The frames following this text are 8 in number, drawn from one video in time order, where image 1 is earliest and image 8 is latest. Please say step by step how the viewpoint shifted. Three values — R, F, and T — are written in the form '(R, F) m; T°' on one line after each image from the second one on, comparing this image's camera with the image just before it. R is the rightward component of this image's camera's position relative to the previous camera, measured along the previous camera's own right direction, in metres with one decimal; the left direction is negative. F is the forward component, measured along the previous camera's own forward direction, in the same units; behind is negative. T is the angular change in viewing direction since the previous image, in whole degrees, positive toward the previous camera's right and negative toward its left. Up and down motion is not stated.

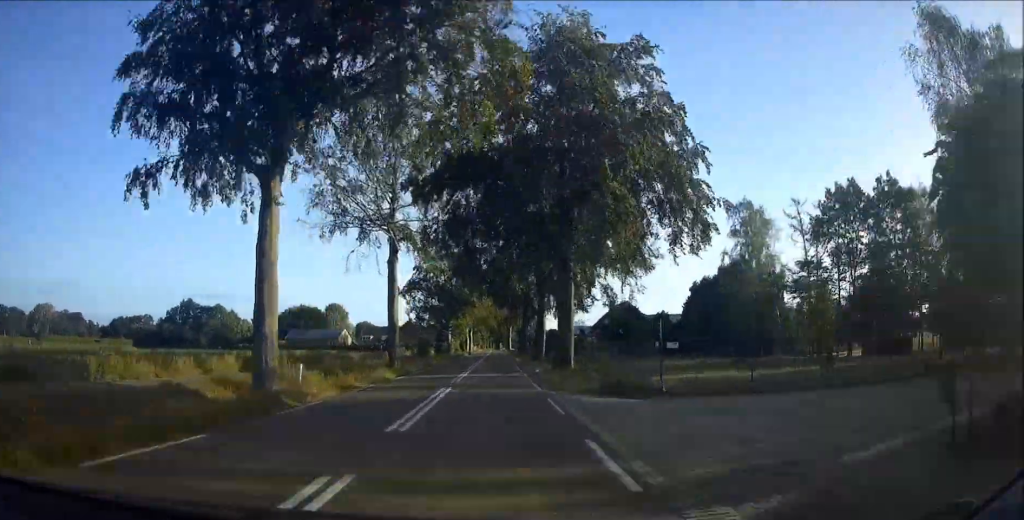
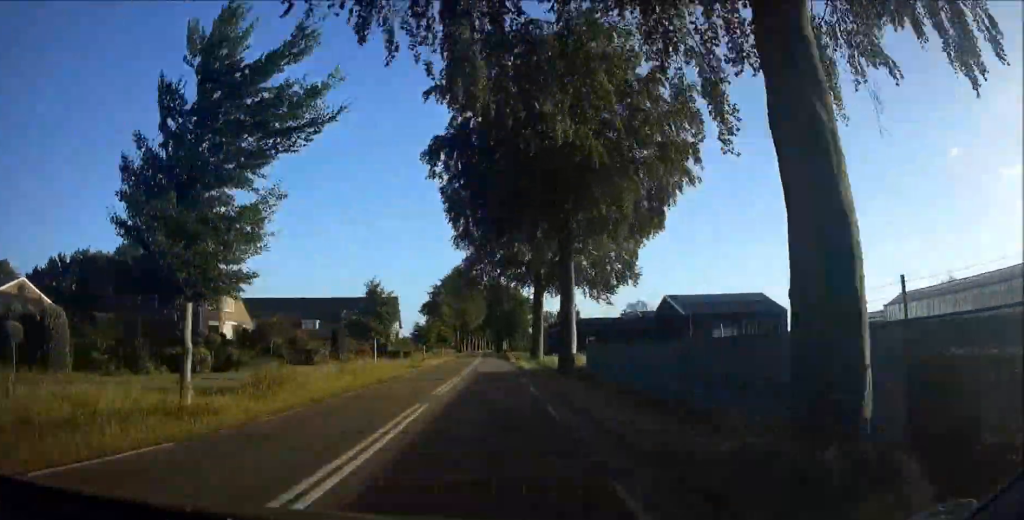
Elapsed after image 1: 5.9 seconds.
(+0.1, +139.5) m; 0°
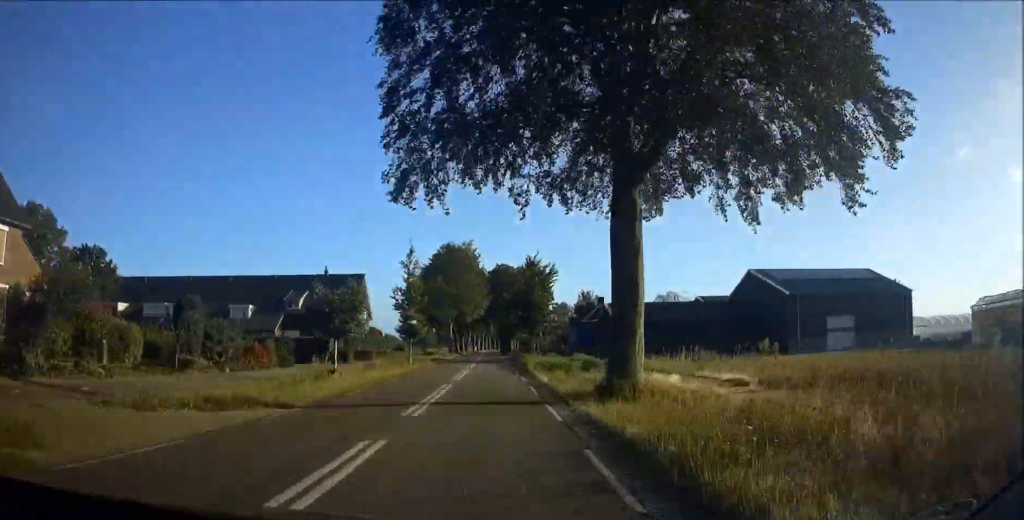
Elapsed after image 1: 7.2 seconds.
(-0.1, +29.9) m; 0°
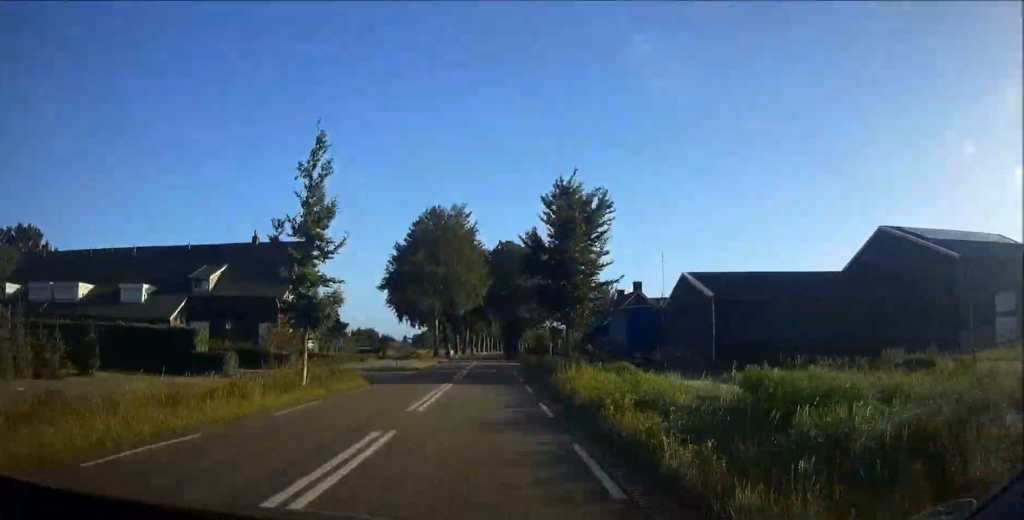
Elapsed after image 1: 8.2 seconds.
(-0.1, +23.7) m; 0°
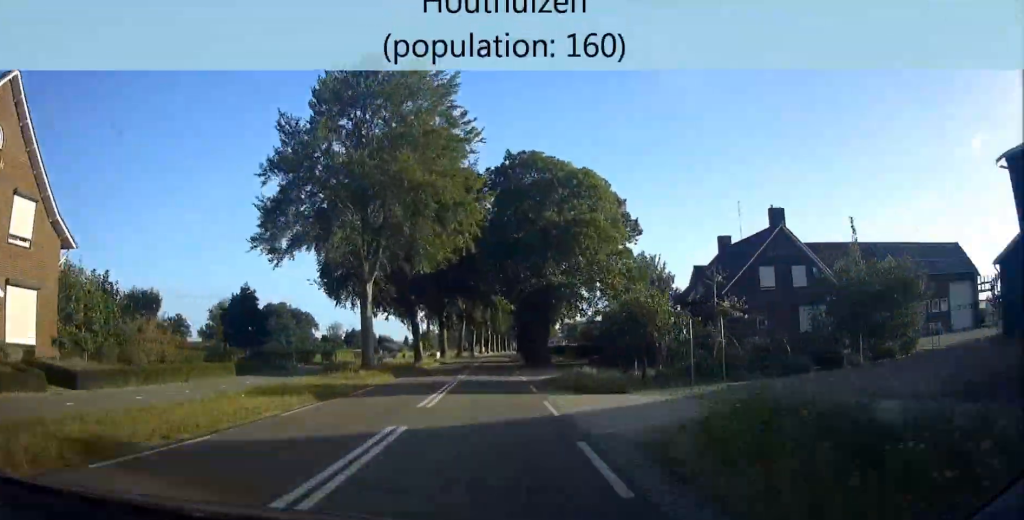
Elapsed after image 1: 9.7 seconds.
(0.0, +36.2) m; 0°
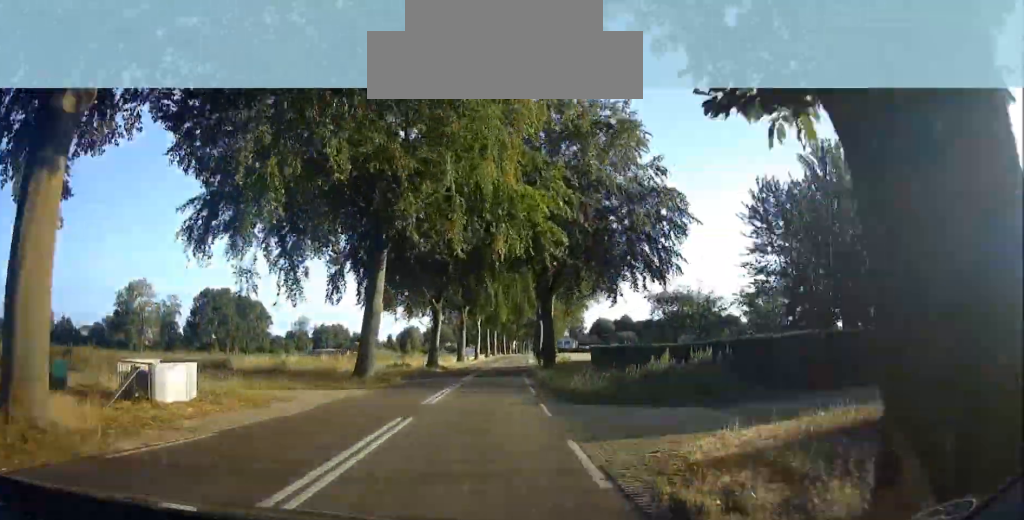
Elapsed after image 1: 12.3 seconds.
(0.0, +60.0) m; +1°
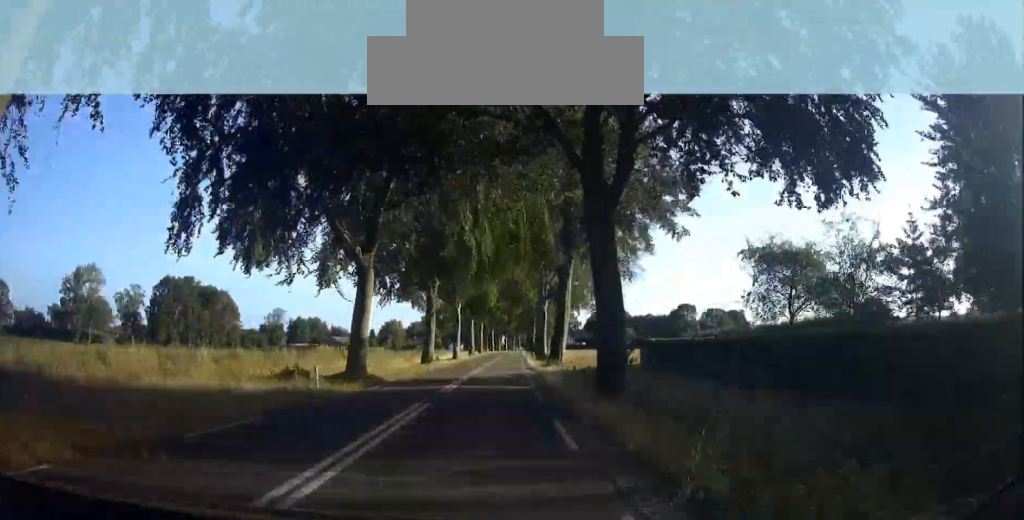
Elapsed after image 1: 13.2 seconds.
(+0.3, +22.1) m; +1°
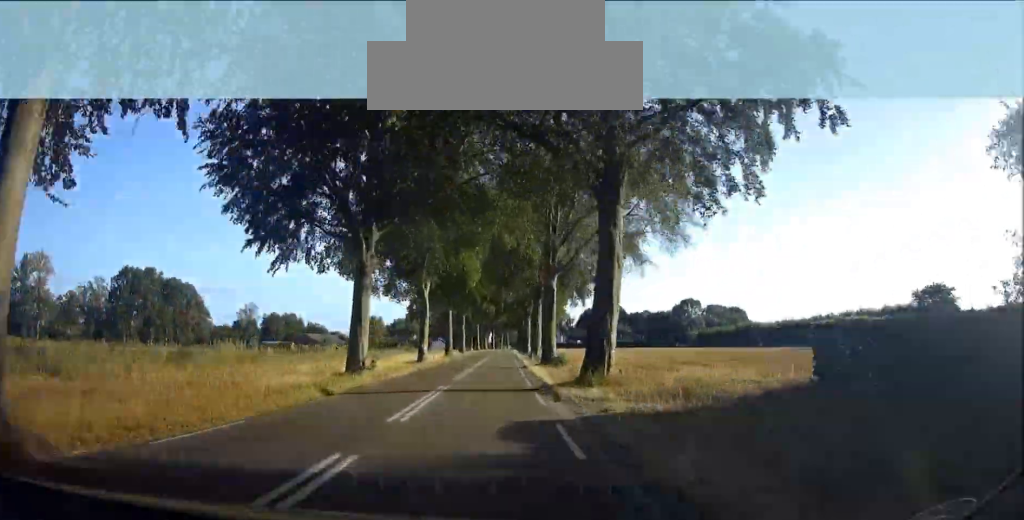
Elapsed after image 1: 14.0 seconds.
(+0.3, +19.0) m; +1°
